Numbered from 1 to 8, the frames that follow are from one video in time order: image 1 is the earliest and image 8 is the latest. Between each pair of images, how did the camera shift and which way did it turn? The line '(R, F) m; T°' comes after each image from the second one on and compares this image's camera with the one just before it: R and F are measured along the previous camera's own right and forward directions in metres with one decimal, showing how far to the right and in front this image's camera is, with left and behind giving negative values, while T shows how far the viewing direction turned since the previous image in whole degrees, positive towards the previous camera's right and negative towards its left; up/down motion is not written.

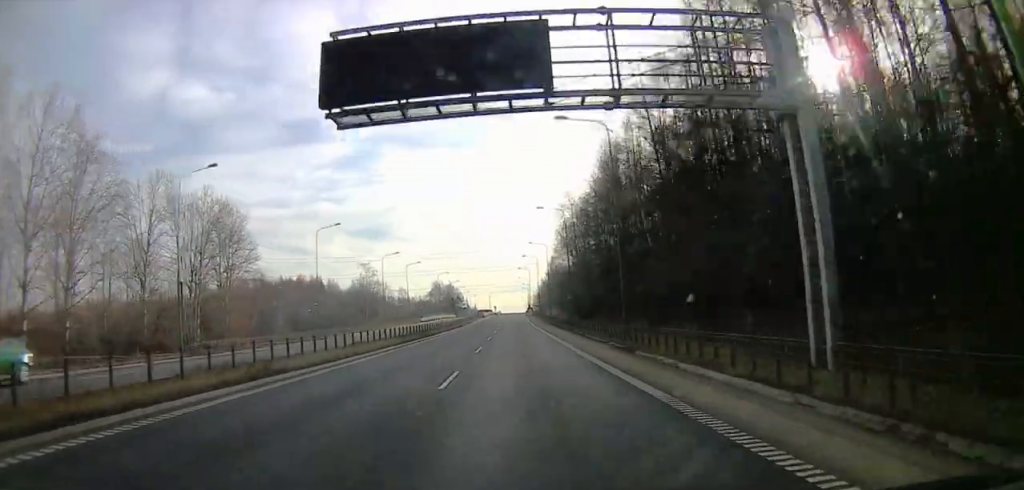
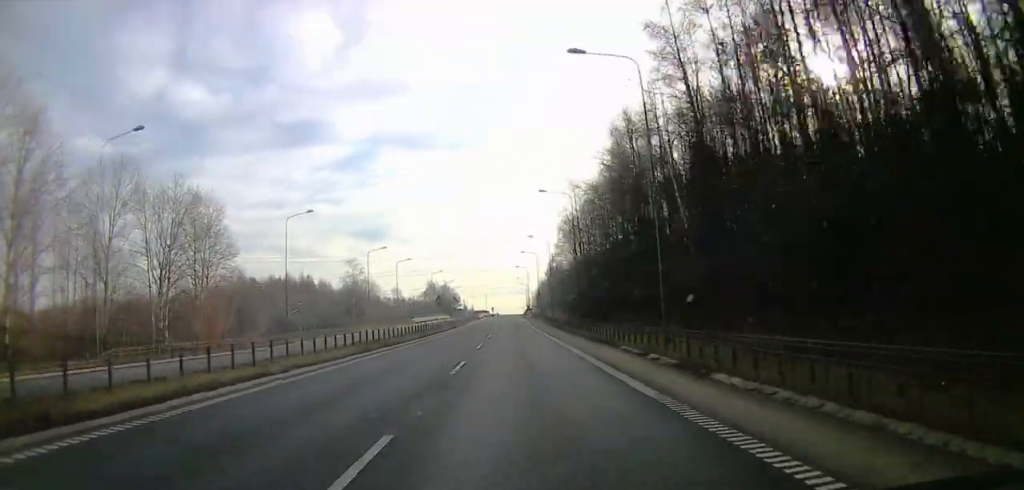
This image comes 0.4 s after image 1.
(0.0, +8.8) m; 0°
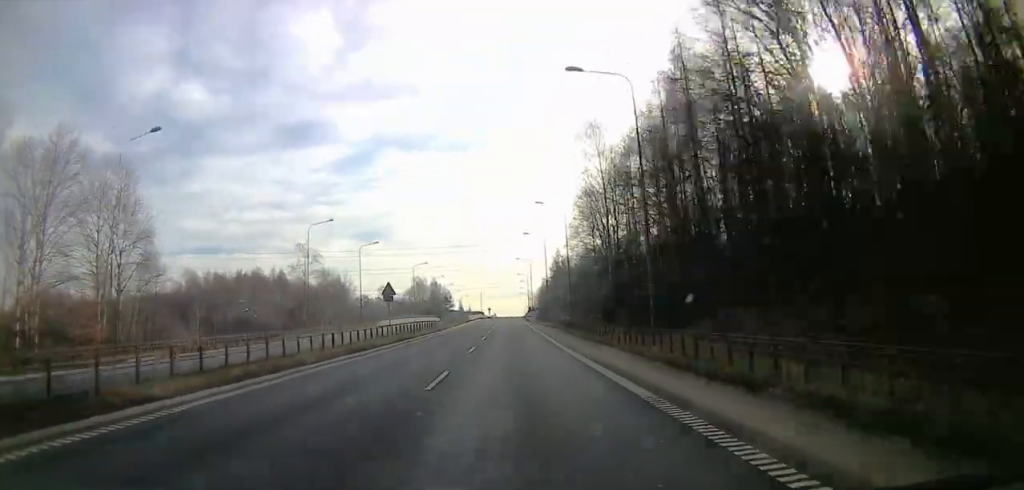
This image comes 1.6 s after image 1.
(+0.2, +25.7) m; 0°
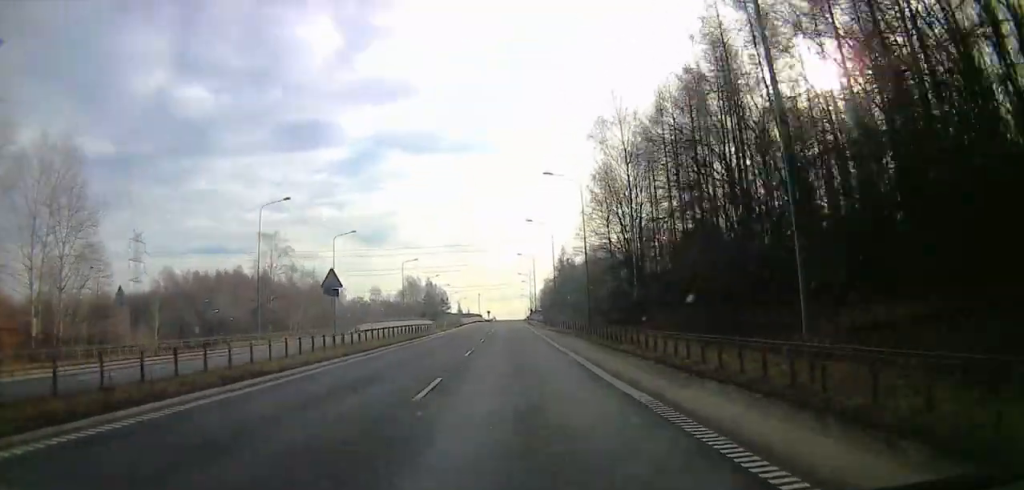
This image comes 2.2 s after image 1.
(0.0, +11.6) m; 0°
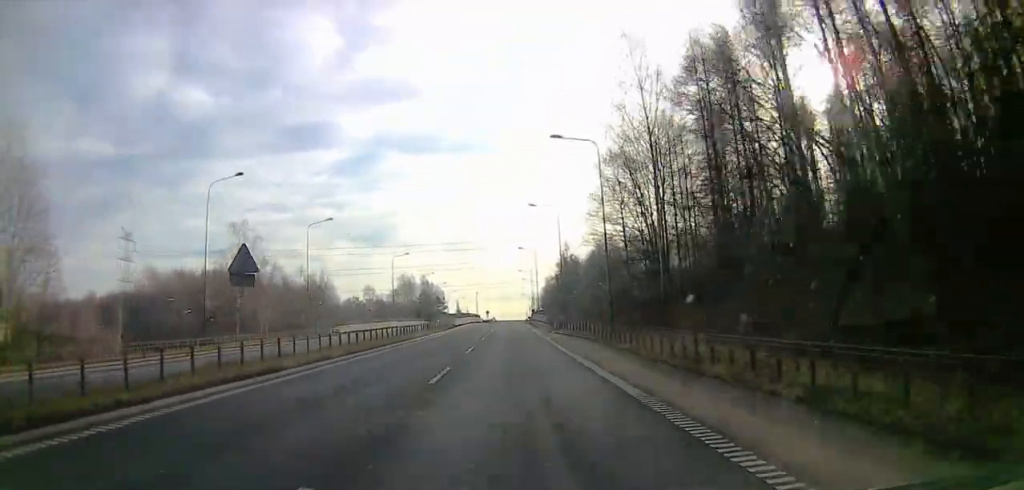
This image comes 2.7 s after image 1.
(0.0, +8.7) m; 0°
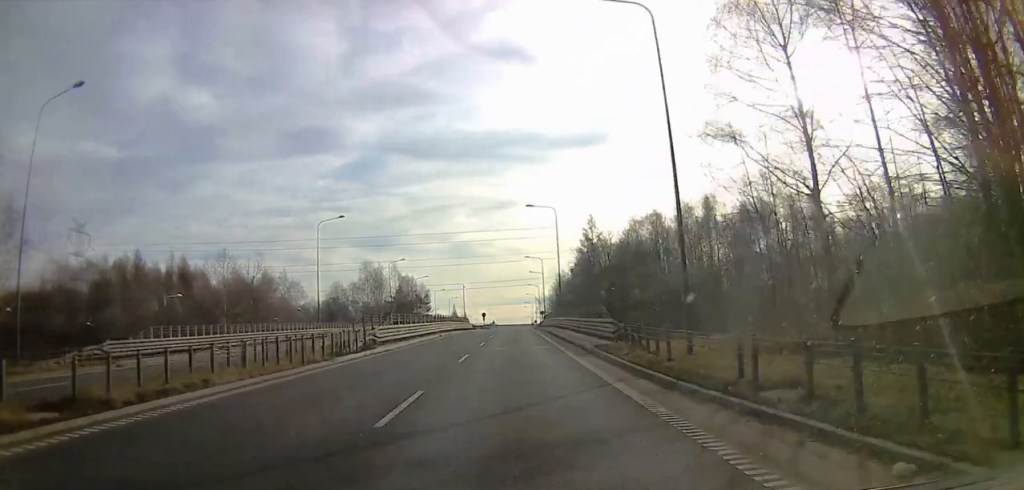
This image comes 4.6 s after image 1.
(-0.4, +35.4) m; -1°
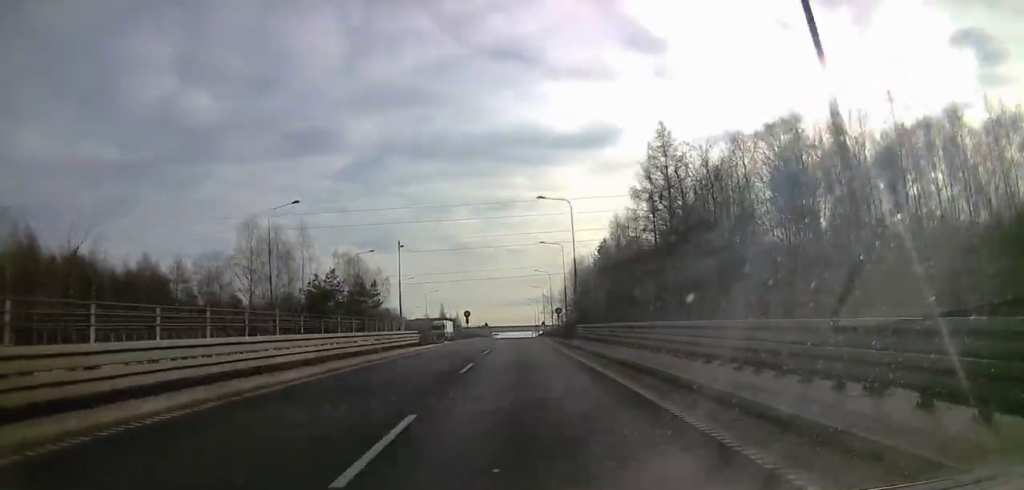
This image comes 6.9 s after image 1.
(+0.8, +44.0) m; +1°
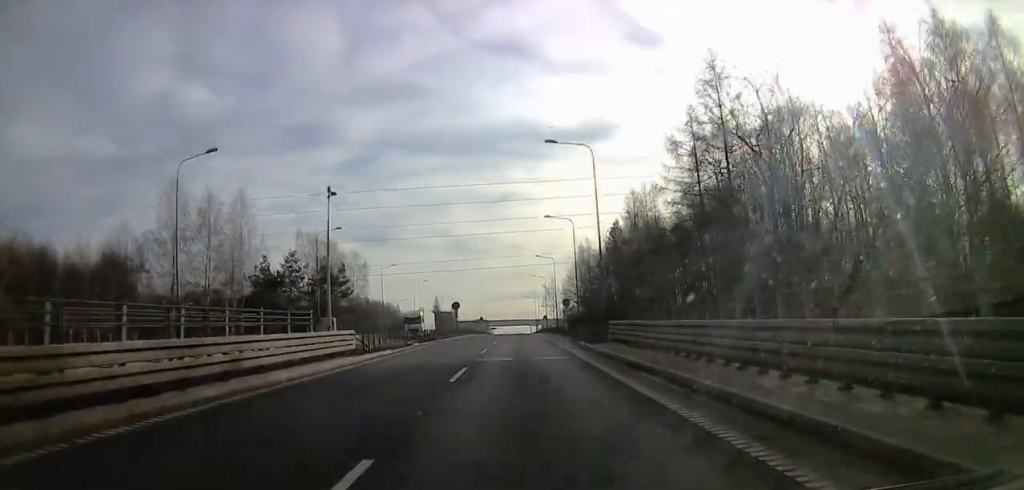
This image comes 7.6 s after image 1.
(0.0, +14.6) m; 0°
